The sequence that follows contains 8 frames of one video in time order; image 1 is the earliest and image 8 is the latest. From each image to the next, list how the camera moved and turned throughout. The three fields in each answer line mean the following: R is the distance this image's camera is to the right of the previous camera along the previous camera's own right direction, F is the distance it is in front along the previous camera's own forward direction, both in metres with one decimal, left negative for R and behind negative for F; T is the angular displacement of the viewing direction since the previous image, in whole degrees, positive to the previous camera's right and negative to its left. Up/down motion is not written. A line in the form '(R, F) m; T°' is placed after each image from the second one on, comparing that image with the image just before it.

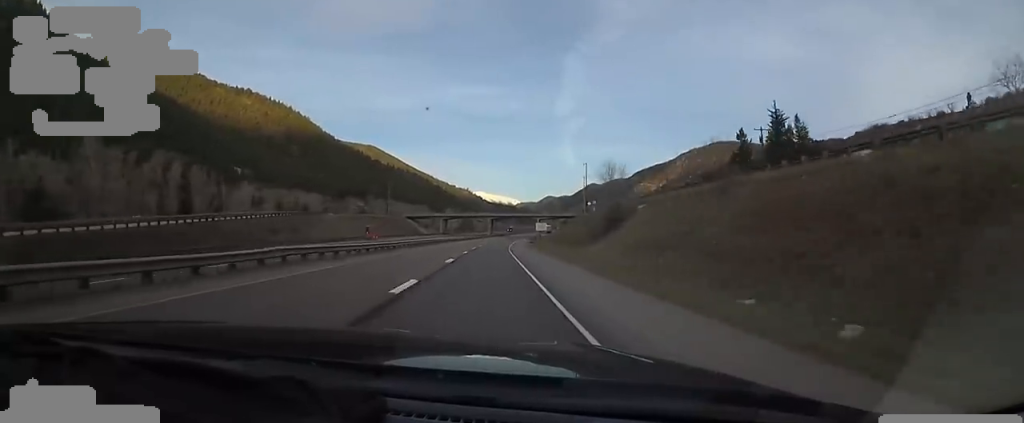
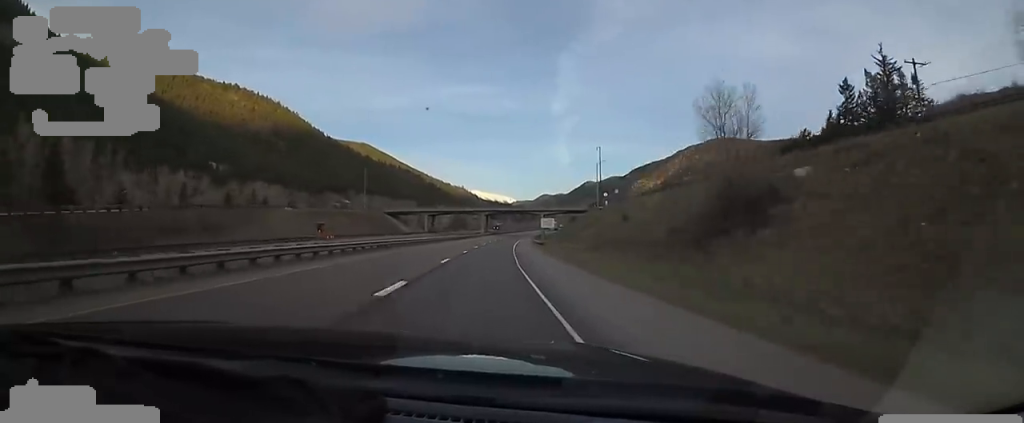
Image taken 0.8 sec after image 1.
(-0.5, +24.8) m; 0°
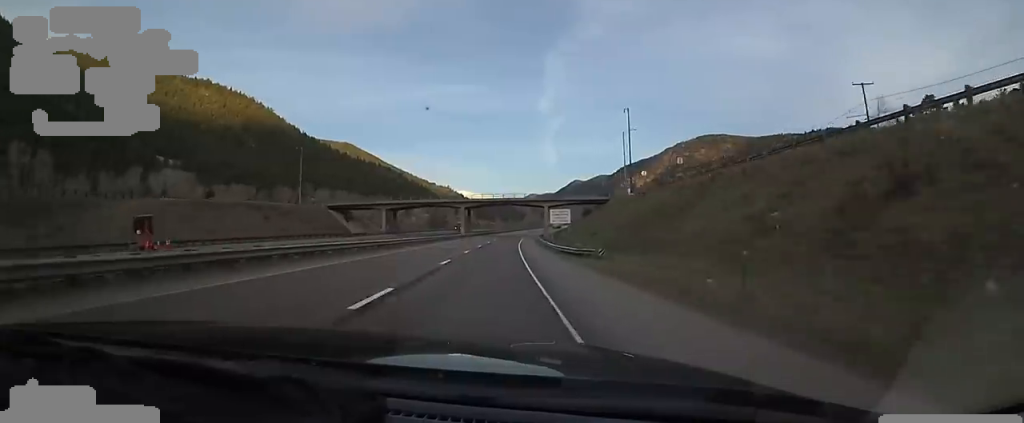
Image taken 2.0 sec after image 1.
(+1.1, +37.2) m; +3°
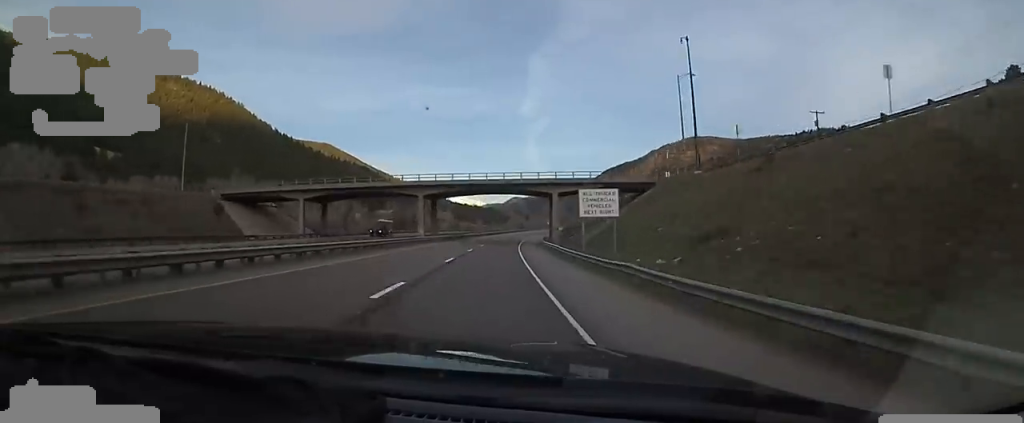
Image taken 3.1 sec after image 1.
(+0.7, +34.4) m; +1°
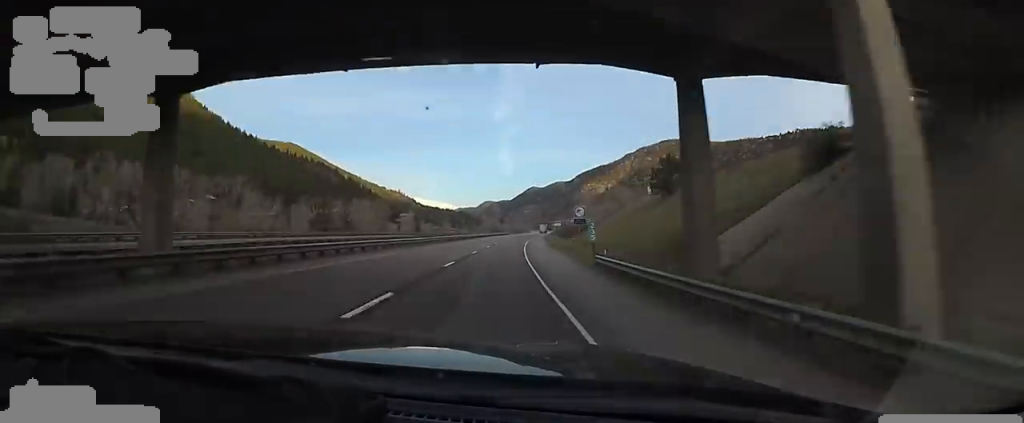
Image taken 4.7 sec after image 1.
(+1.1, +51.4) m; +4°
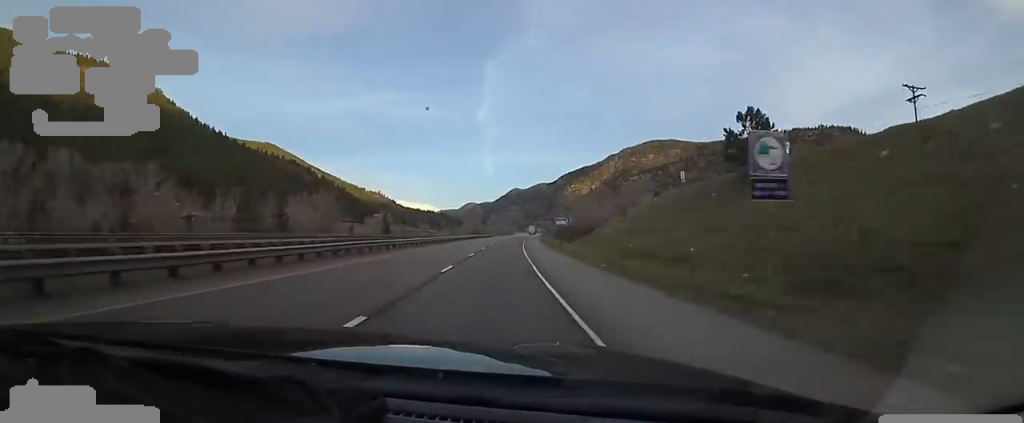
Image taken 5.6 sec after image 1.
(+0.9, +27.1) m; +2°
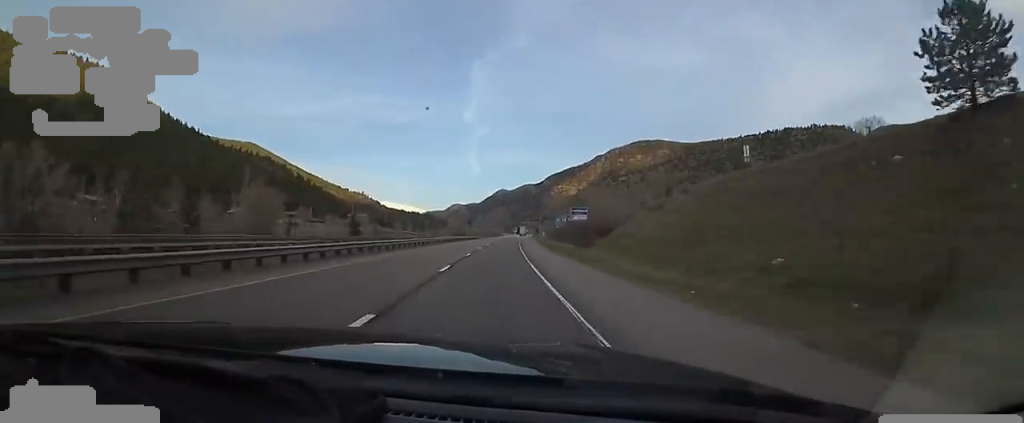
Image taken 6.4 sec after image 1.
(-0.2, +23.8) m; +2°
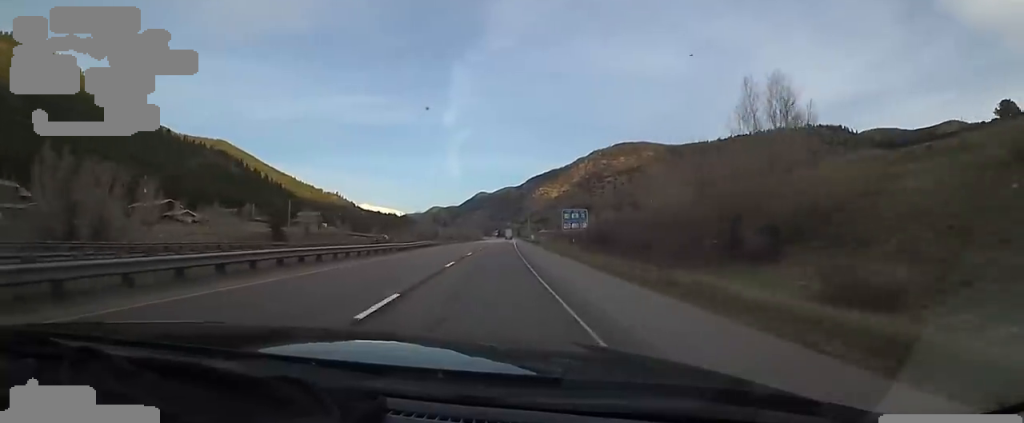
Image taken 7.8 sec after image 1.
(+1.0, +45.6) m; +1°
